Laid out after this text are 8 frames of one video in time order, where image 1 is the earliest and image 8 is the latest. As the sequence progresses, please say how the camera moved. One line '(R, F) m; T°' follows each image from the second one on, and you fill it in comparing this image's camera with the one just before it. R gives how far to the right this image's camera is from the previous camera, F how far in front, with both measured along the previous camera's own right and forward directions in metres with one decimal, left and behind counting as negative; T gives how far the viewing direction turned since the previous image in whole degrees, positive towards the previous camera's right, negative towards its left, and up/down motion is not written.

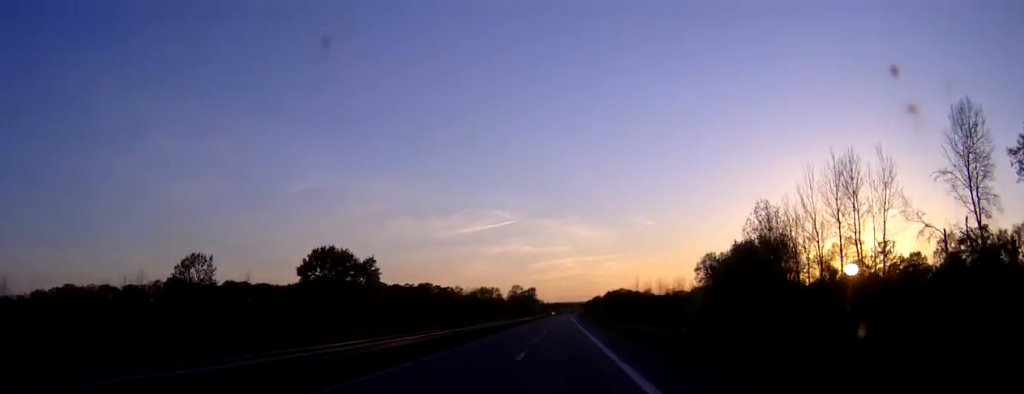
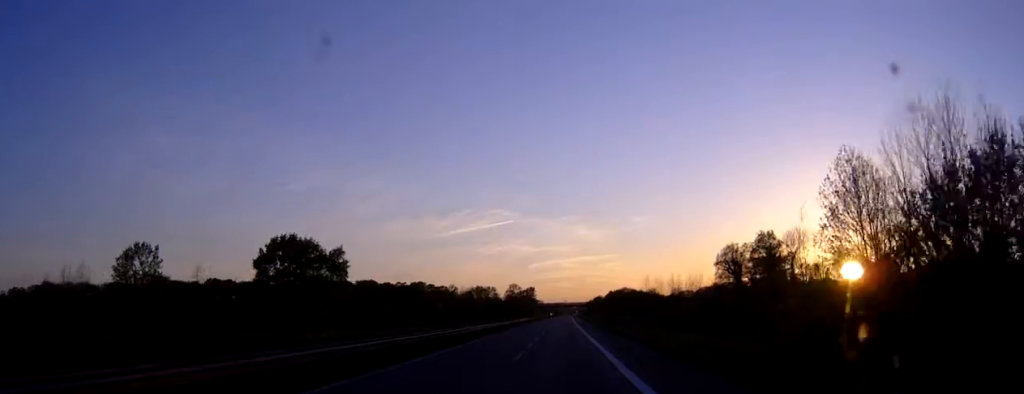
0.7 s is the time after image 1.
(0.0, +20.2) m; 0°
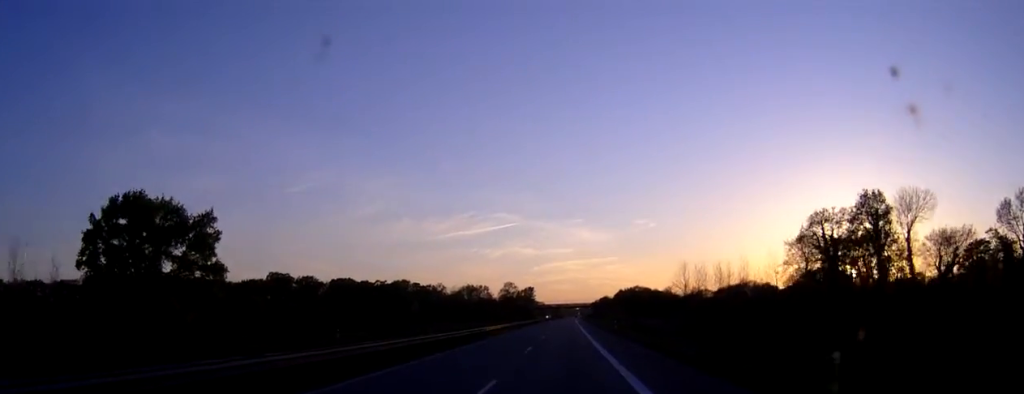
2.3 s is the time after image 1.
(-0.1, +46.9) m; 0°
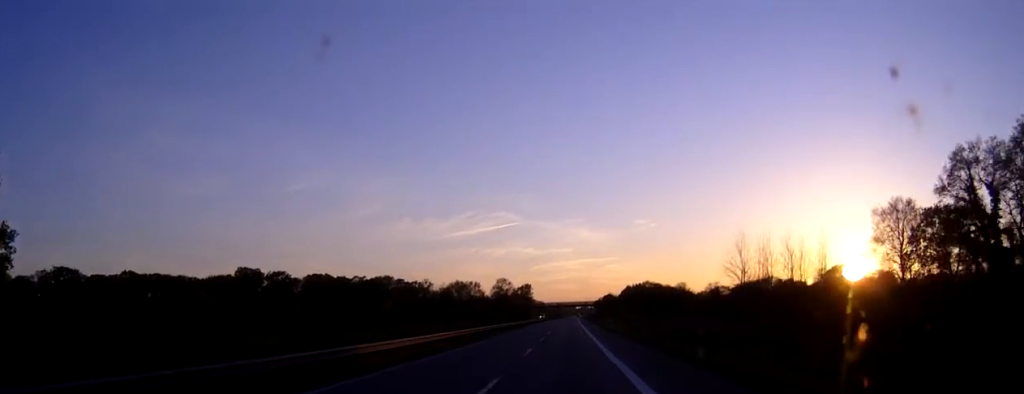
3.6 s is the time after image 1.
(+0.1, +35.4) m; 0°
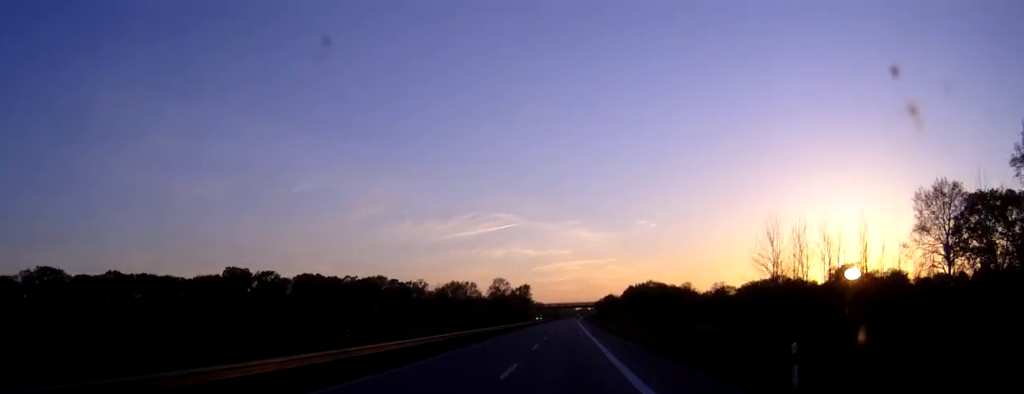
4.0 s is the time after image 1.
(0.0, +11.5) m; 0°
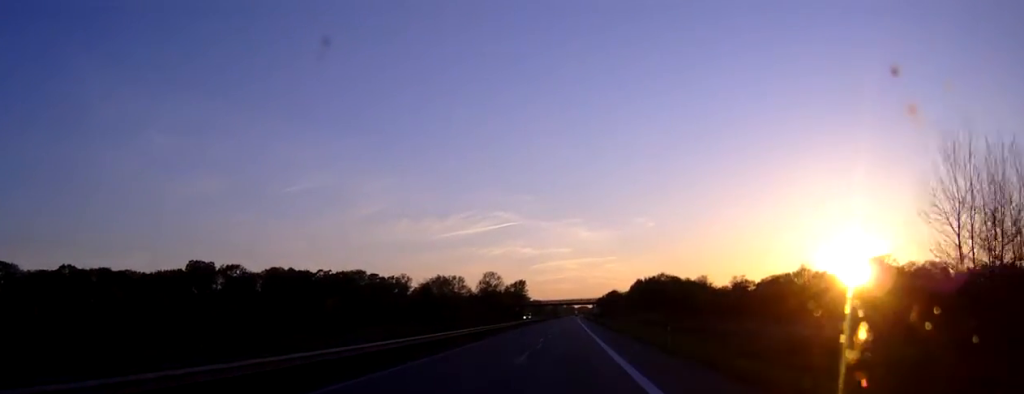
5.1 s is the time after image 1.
(0.0, +31.5) m; 0°
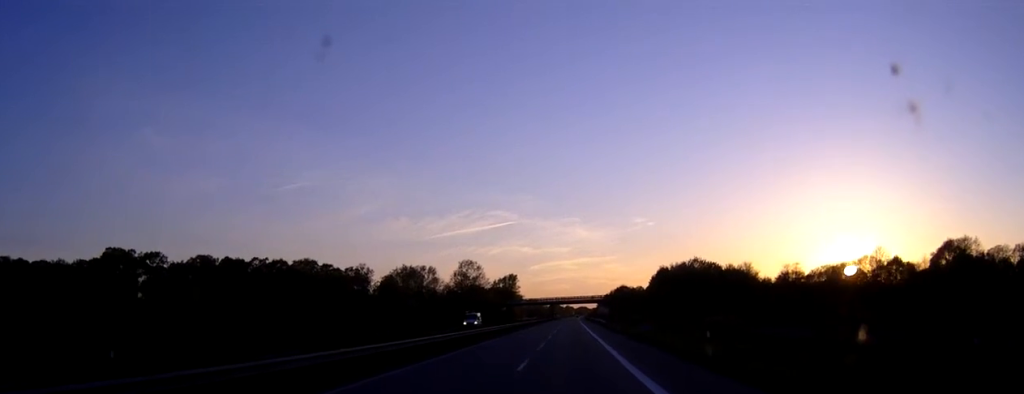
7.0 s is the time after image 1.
(0.0, +56.1) m; 0°
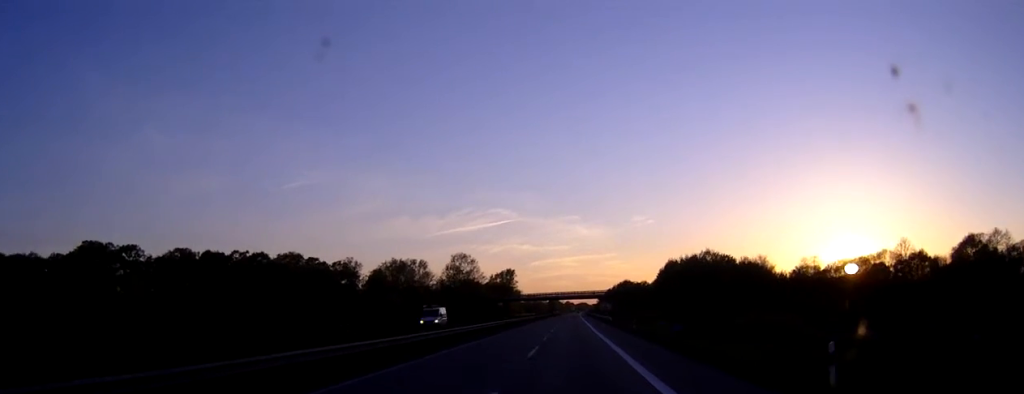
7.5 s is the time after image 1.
(0.0, +13.3) m; 0°
